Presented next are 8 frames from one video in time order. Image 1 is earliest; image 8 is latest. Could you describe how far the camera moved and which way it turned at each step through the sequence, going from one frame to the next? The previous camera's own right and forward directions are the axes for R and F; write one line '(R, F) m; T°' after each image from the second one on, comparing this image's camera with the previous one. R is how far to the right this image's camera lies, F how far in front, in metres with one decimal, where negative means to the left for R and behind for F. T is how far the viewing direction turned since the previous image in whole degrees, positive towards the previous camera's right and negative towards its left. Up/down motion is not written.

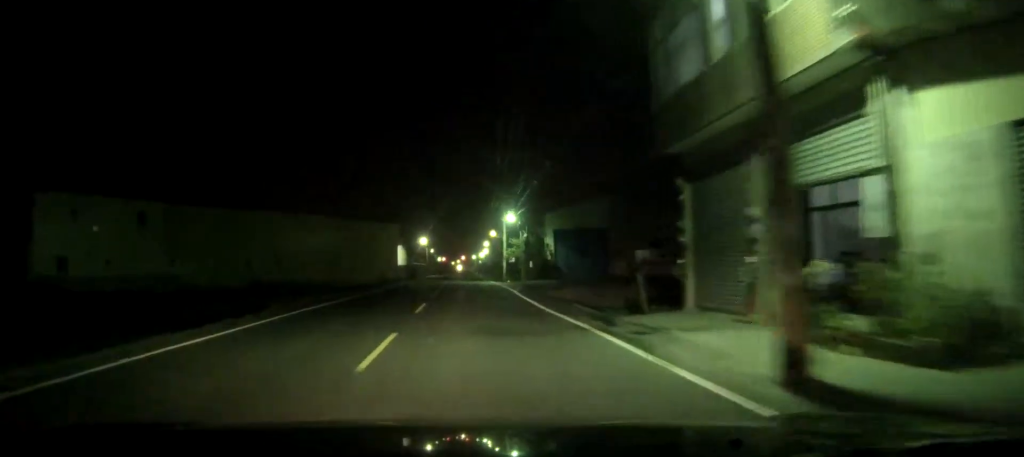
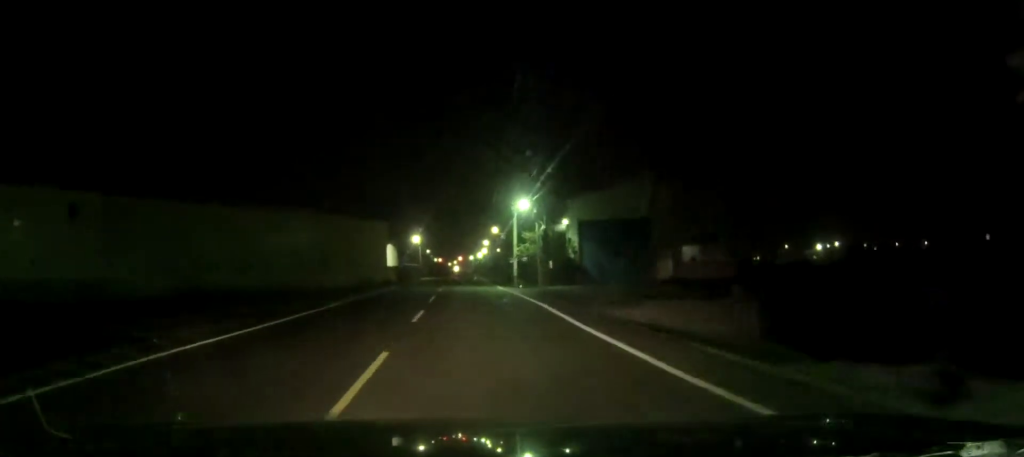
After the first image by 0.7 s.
(0.0, +12.4) m; 0°
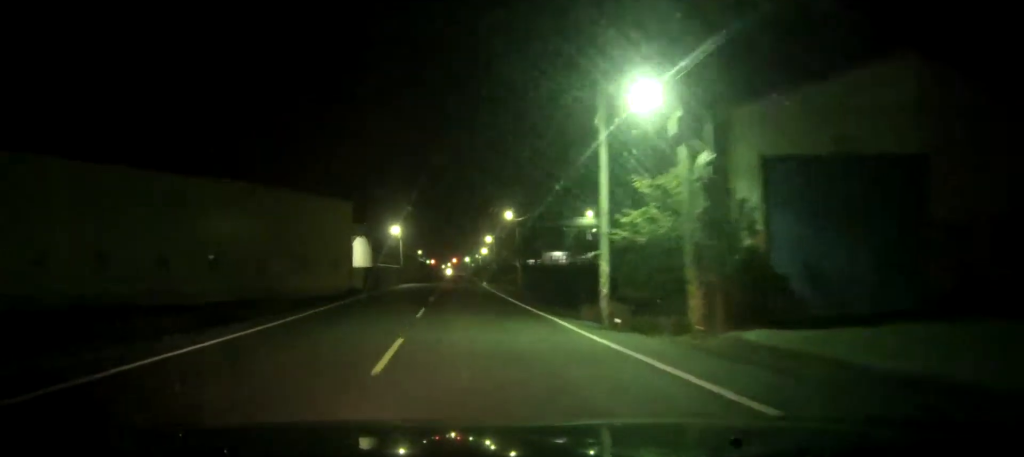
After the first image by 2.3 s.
(+0.1, +27.9) m; +1°
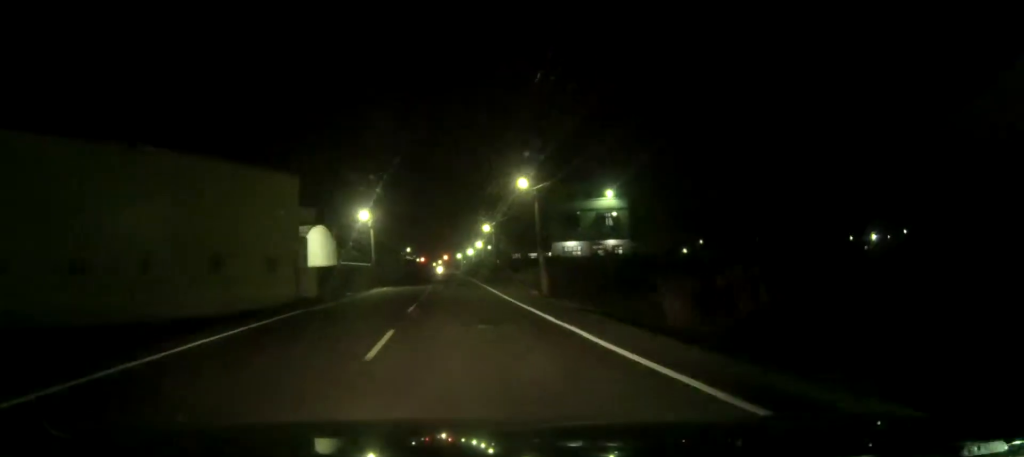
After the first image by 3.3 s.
(+0.2, +18.9) m; 0°
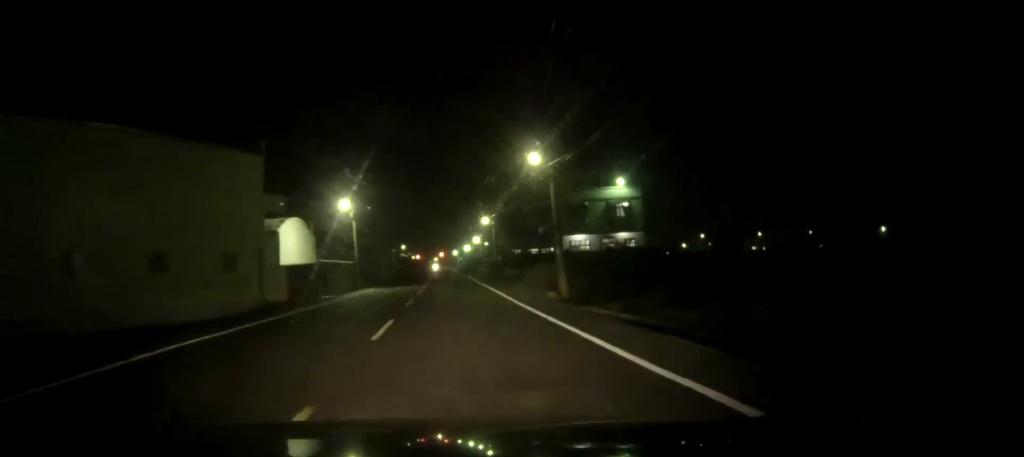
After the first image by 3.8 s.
(0.0, +7.7) m; 0°
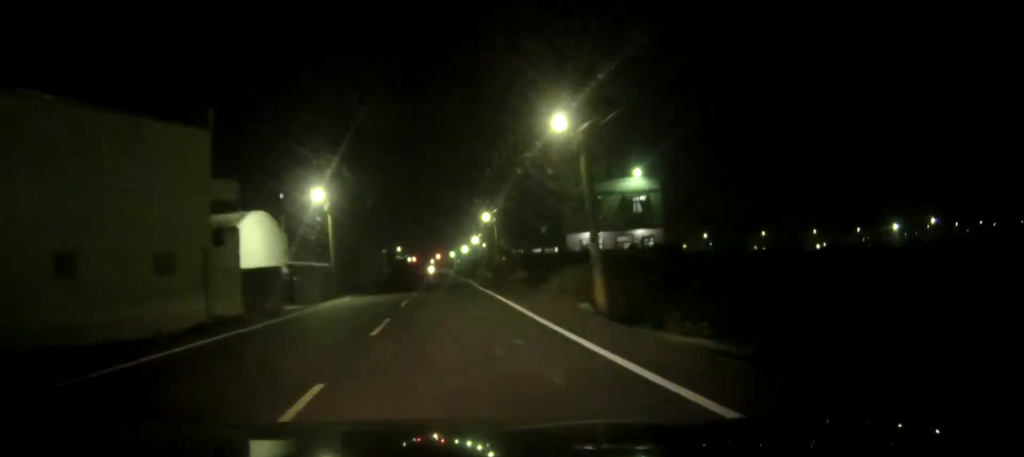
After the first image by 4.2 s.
(0.0, +8.3) m; 0°
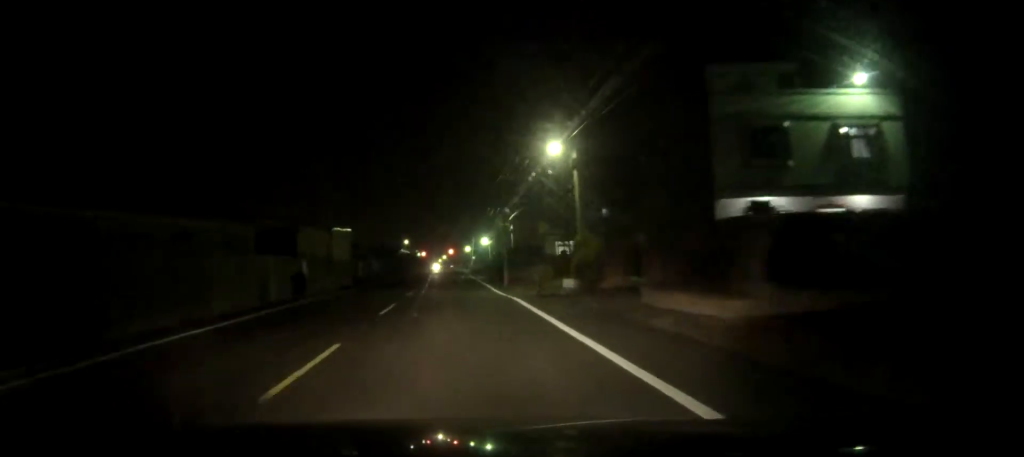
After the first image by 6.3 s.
(-0.2, +36.9) m; -1°
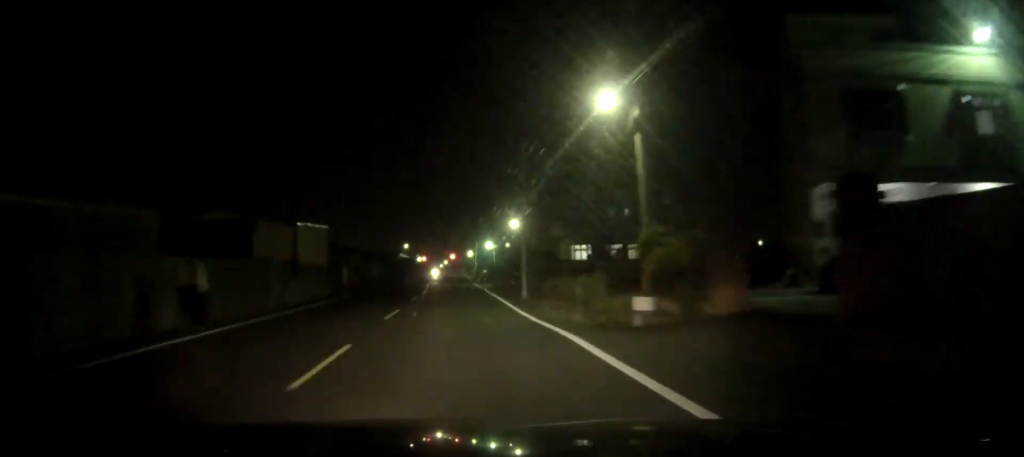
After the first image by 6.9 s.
(0.0, +9.2) m; 0°
